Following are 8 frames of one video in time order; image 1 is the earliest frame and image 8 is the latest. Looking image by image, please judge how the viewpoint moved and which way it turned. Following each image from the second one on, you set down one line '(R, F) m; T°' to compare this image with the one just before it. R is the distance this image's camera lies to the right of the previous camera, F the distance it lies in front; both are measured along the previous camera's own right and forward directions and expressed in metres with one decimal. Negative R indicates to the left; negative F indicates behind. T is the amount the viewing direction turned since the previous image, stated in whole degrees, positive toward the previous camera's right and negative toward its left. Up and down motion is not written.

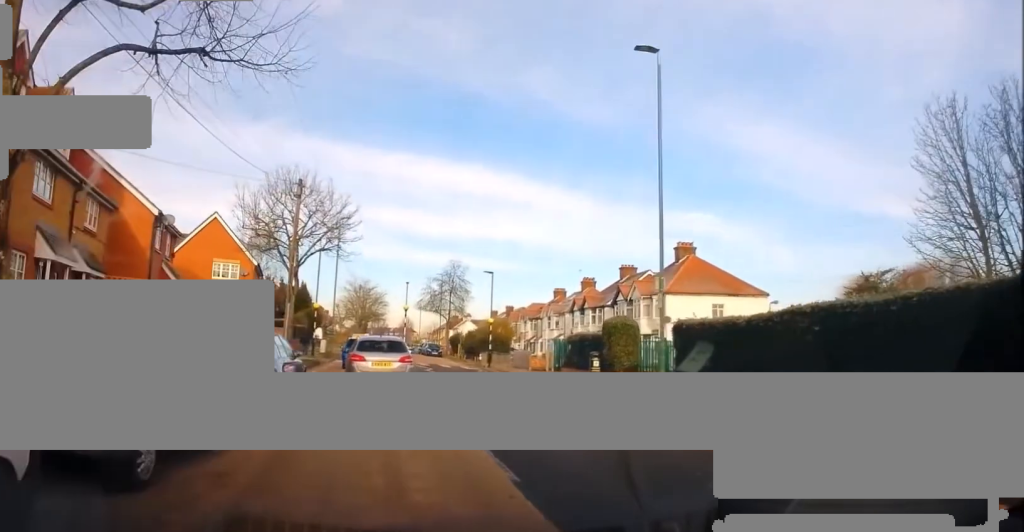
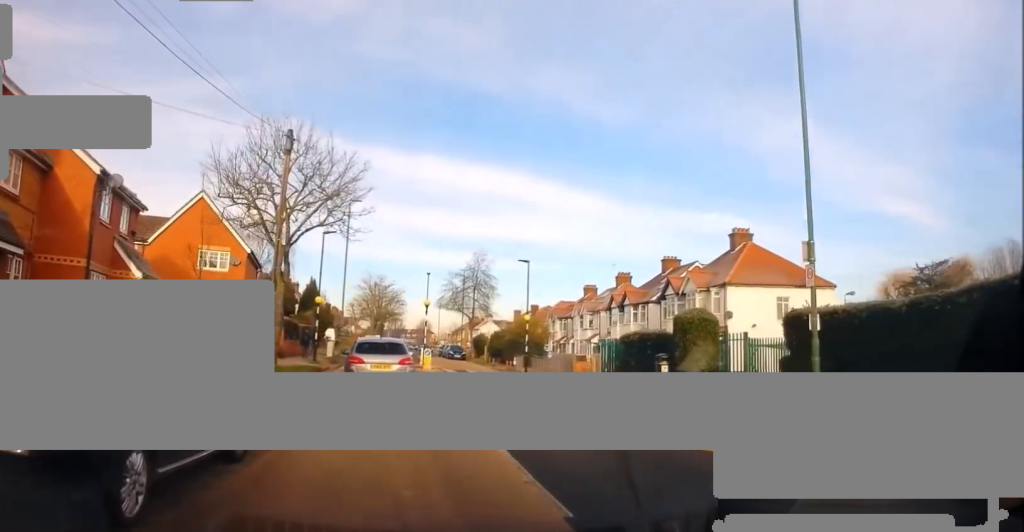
(-0.3, +7.0) m; -1°
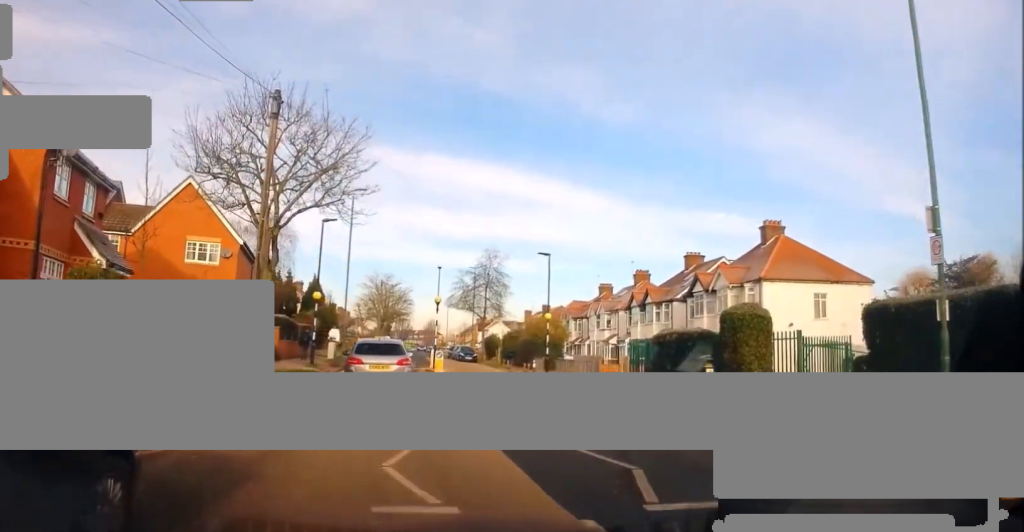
(+0.1, +3.6) m; 0°
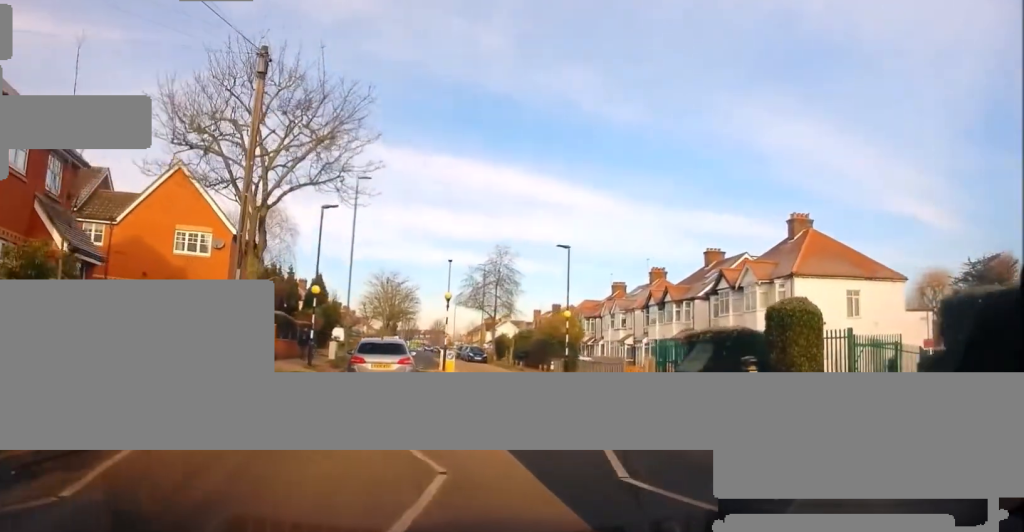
(+0.1, +2.8) m; 0°
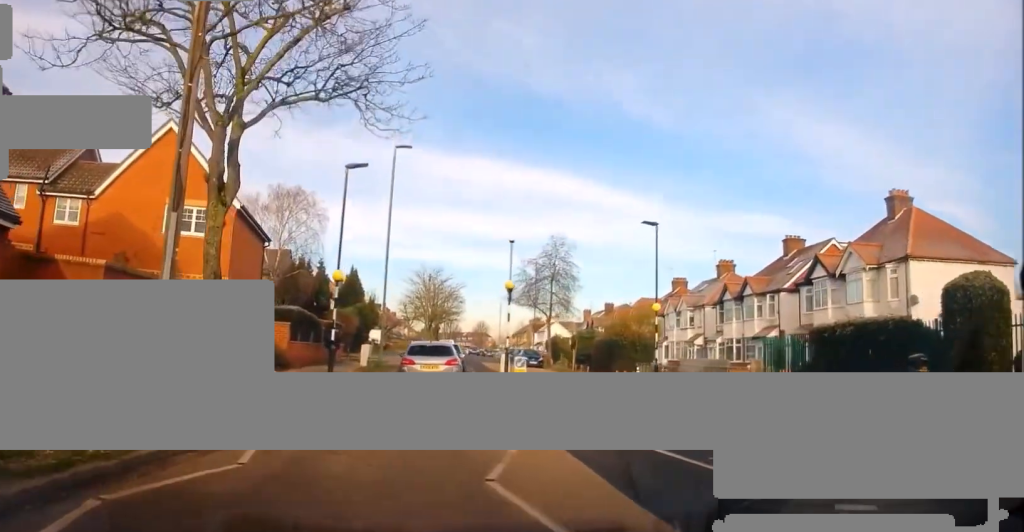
(-0.2, +6.7) m; 0°
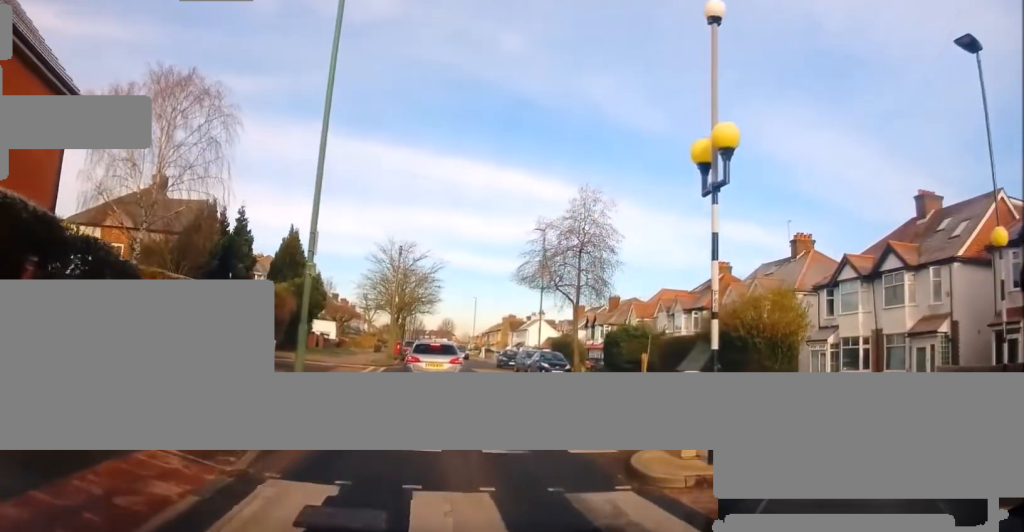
(0.0, +17.2) m; +1°
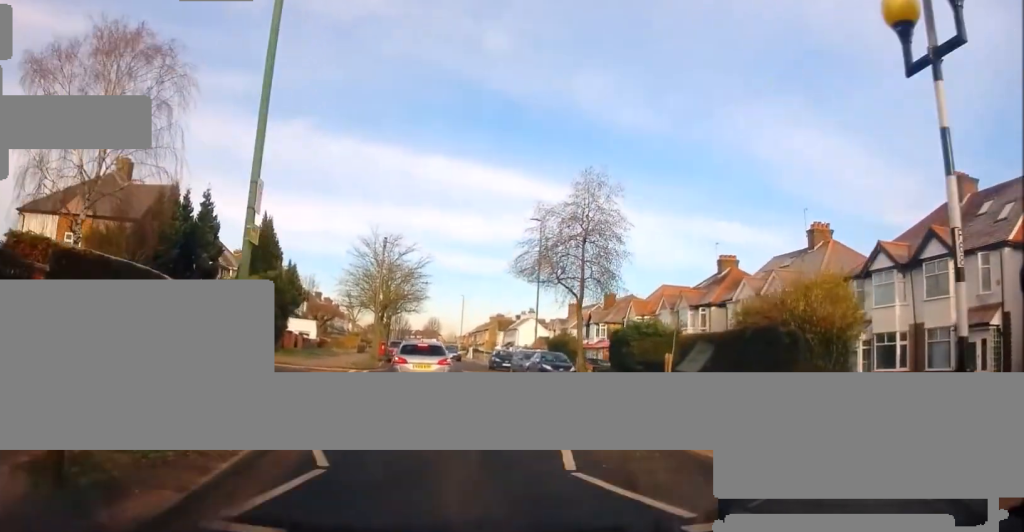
(+0.1, +3.0) m; +1°
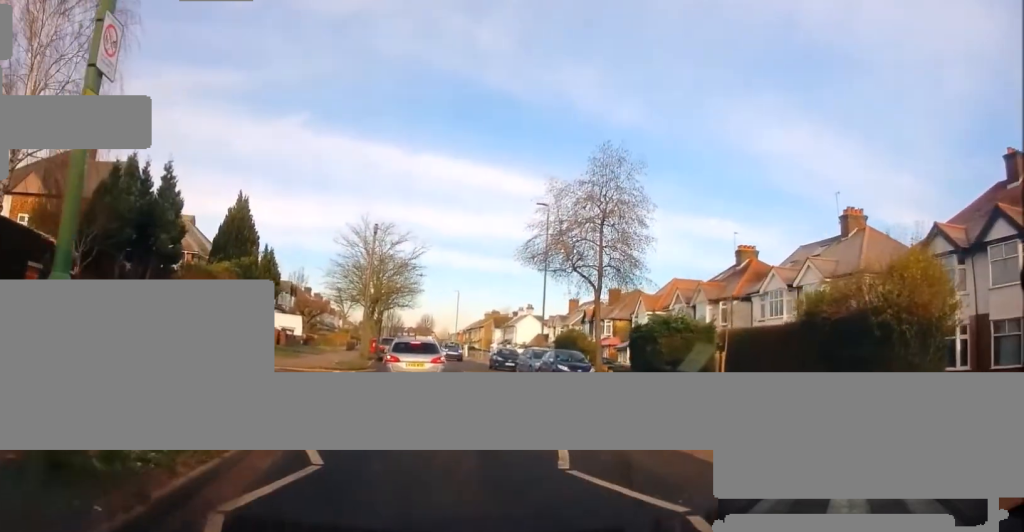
(+0.1, +4.1) m; +2°
